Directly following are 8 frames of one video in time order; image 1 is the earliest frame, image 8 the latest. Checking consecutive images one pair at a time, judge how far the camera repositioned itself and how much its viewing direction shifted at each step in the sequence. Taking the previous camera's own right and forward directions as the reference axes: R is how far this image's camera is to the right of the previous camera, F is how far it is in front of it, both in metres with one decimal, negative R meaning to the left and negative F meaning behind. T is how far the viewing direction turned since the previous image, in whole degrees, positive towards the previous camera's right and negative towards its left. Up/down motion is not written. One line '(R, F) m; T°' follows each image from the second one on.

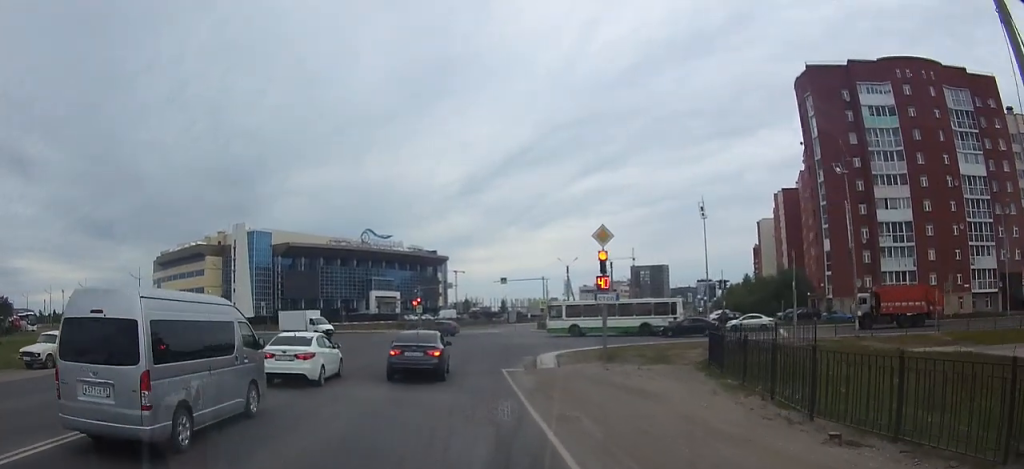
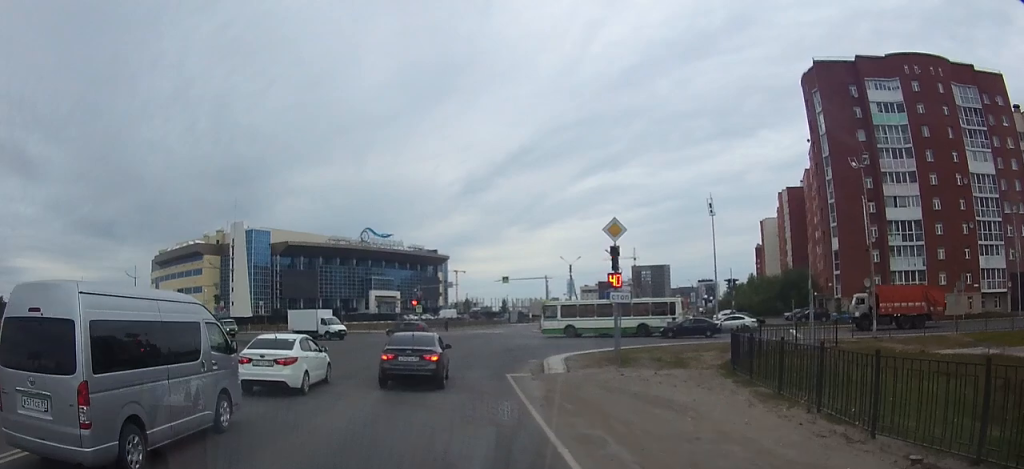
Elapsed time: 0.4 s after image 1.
(0.0, +2.1) m; 0°
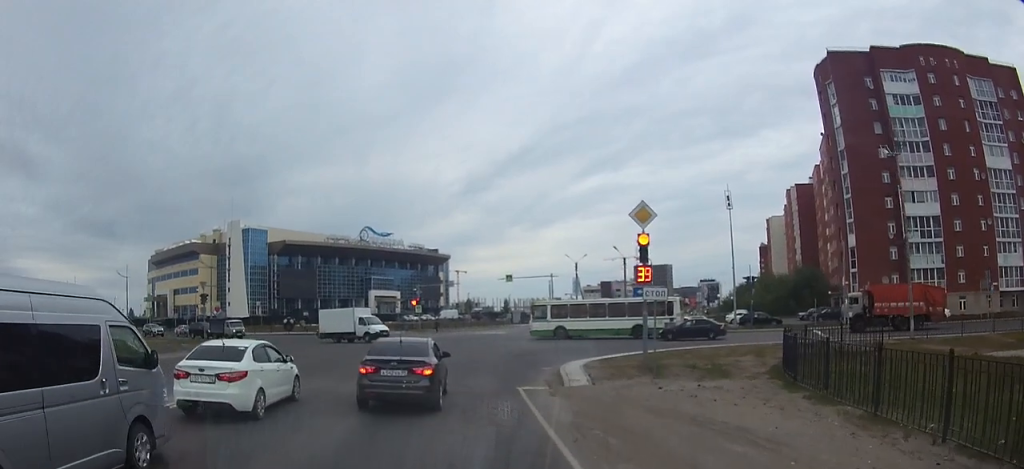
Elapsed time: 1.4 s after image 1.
(0.0, +4.1) m; 0°
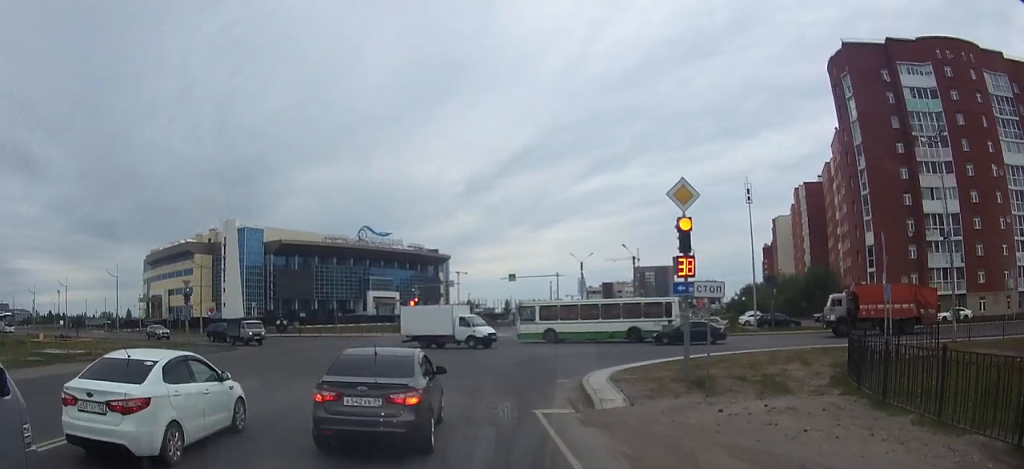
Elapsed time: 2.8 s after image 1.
(0.0, +4.5) m; 0°
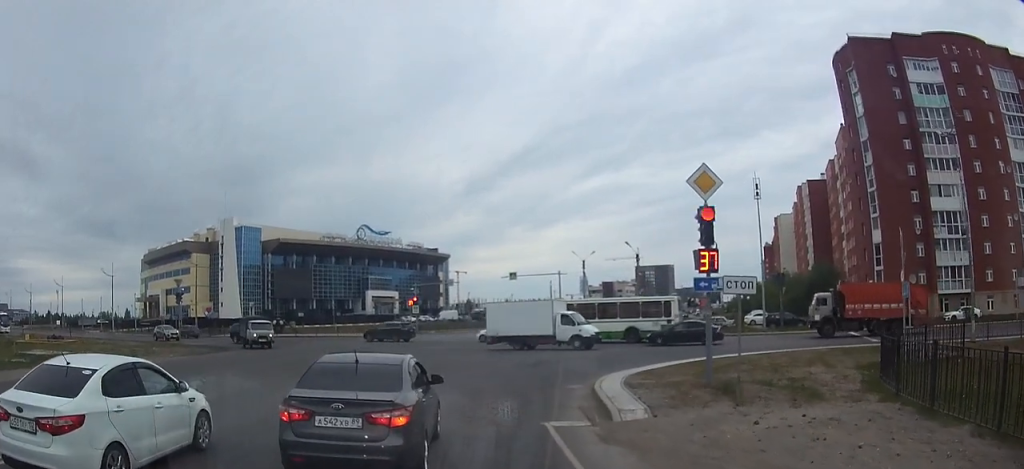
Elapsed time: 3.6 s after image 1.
(0.0, +2.0) m; -1°
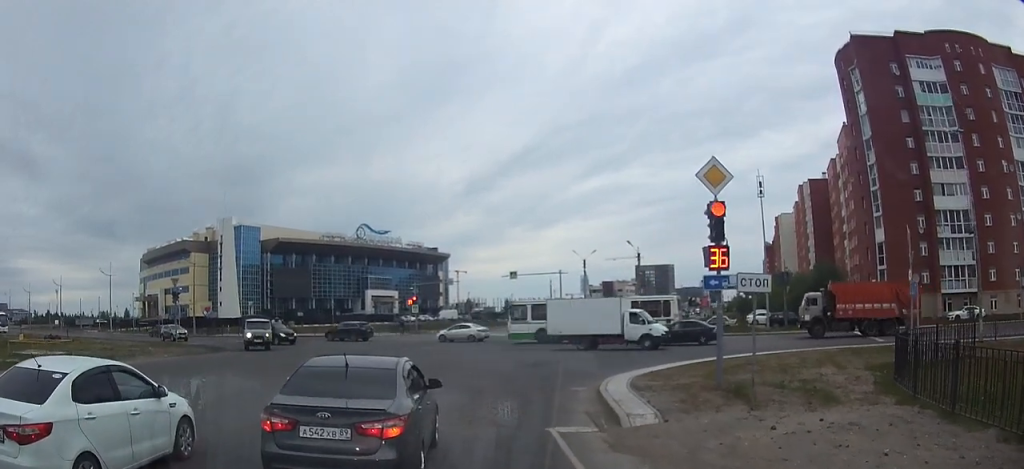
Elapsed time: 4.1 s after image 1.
(0.0, +0.9) m; 0°
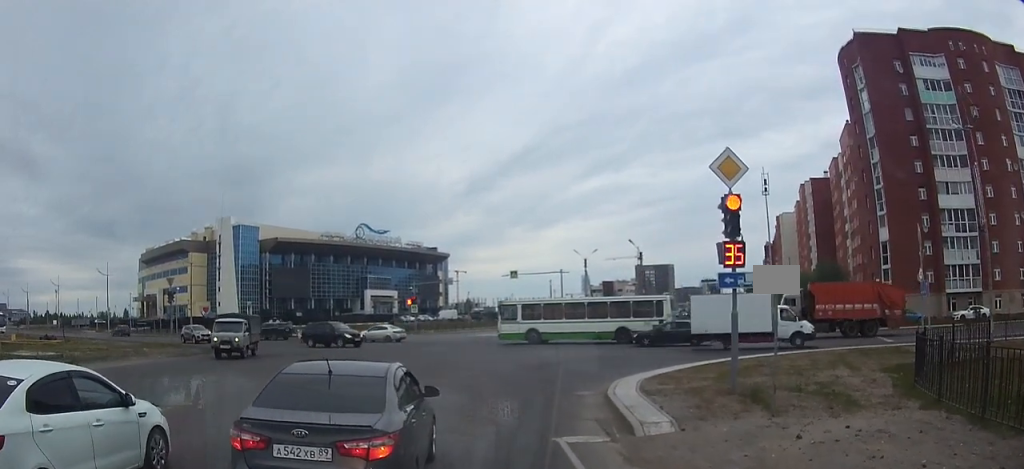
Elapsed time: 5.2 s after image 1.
(0.0, +1.3) m; 0°
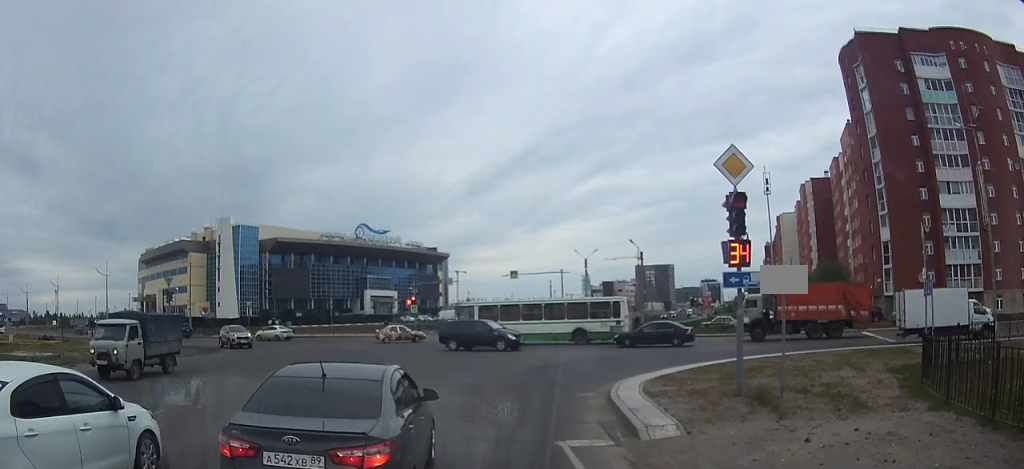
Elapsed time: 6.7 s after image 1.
(+0.1, +0.7) m; 0°
